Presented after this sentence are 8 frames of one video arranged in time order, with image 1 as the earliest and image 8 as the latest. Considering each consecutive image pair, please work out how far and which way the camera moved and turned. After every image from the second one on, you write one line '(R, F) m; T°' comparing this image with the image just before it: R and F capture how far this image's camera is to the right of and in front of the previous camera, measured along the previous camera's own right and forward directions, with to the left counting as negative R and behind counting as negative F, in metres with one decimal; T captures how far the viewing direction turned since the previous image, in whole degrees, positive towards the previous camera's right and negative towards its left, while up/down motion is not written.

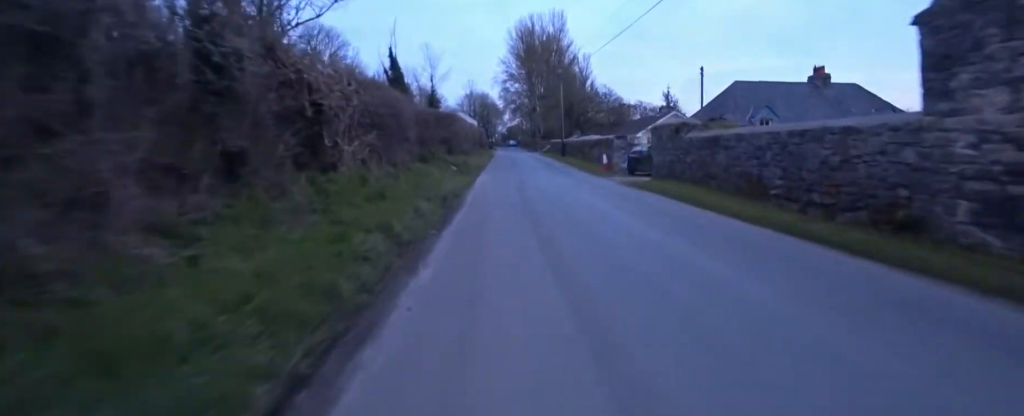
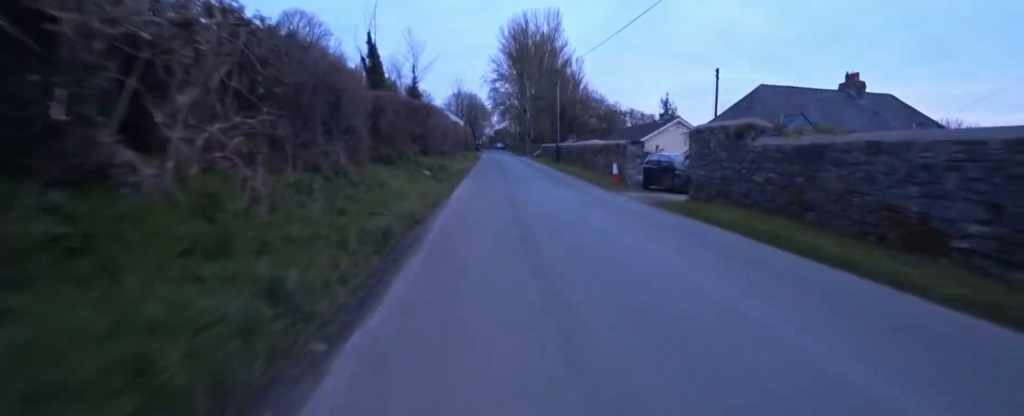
(-0.3, +4.0) m; -1°
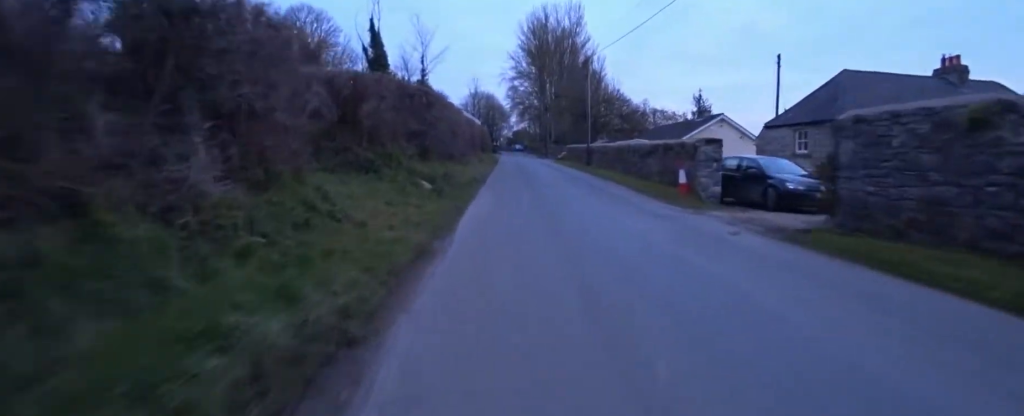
(+0.4, +4.5) m; -9°
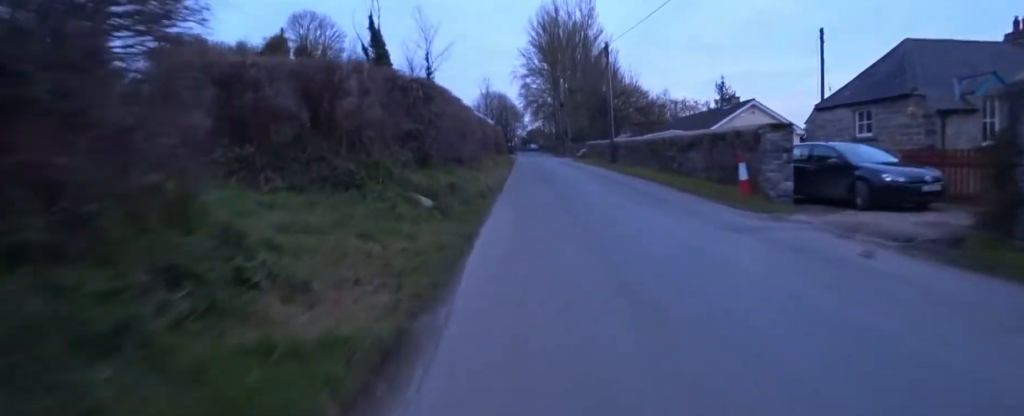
(-0.4, +2.4) m; -1°
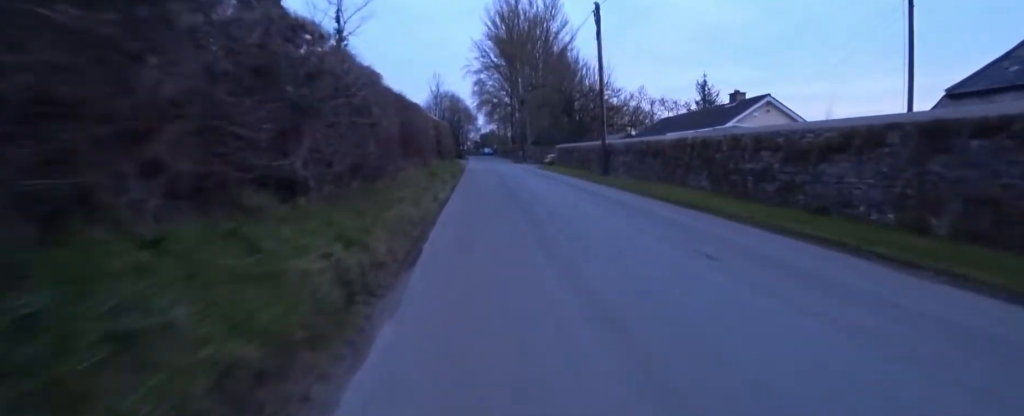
(+0.5, +8.4) m; +13°
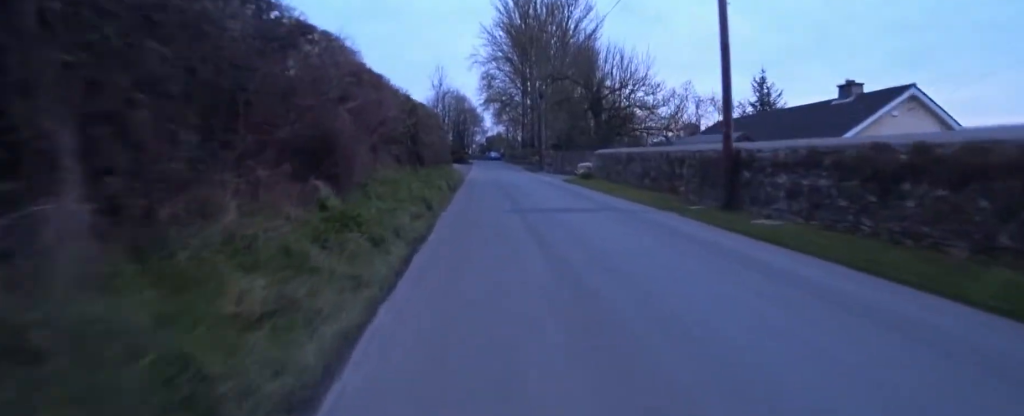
(-0.4, +9.2) m; -5°
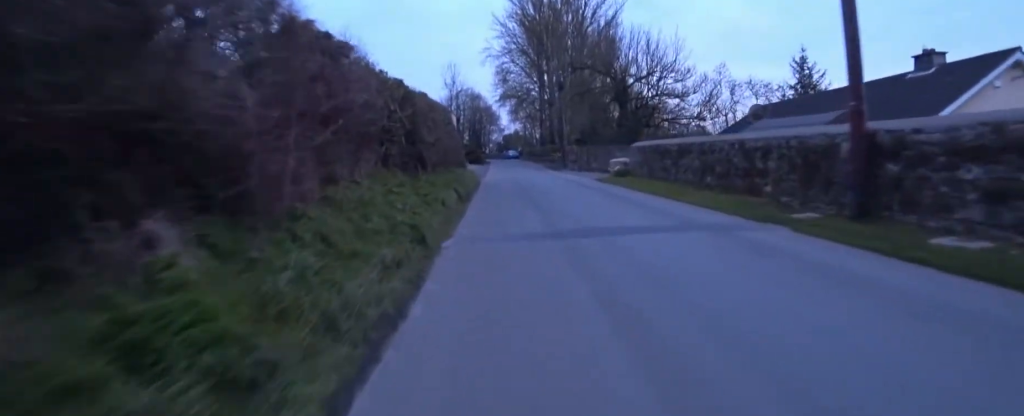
(-0.1, +2.9) m; 0°
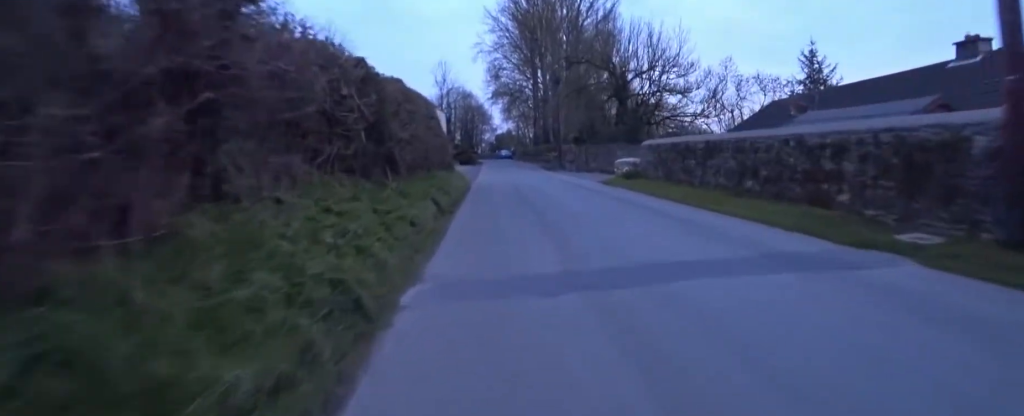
(-0.2, +2.2) m; +1°
